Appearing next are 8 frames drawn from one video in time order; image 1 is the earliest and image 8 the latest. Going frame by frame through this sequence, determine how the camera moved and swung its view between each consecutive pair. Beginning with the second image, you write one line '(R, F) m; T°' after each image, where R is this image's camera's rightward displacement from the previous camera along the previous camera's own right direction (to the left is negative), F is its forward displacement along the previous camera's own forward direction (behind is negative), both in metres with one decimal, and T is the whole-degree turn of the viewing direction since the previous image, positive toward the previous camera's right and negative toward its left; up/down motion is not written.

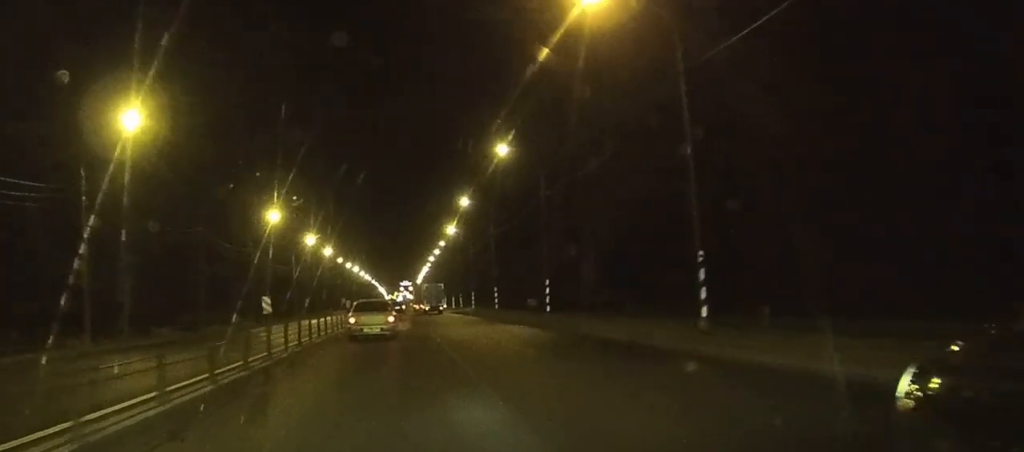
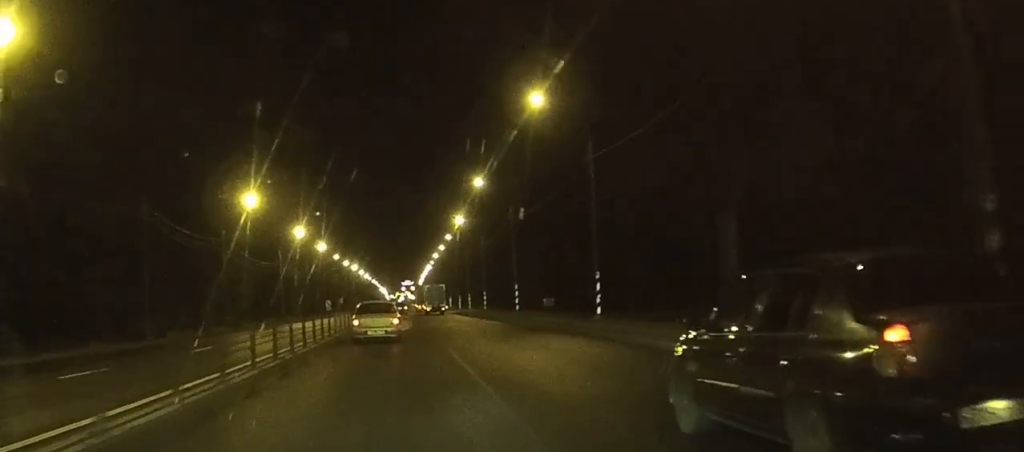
(0.0, +14.8) m; 0°
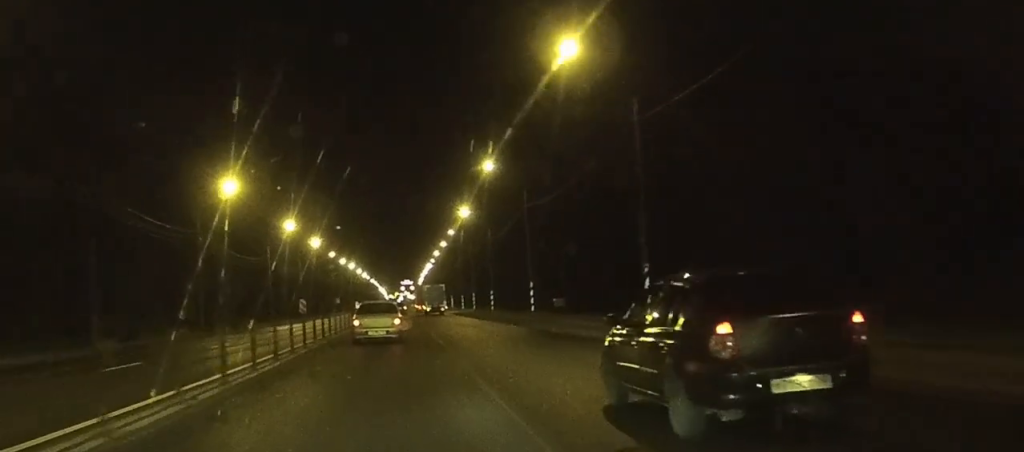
(0.0, +9.1) m; 0°
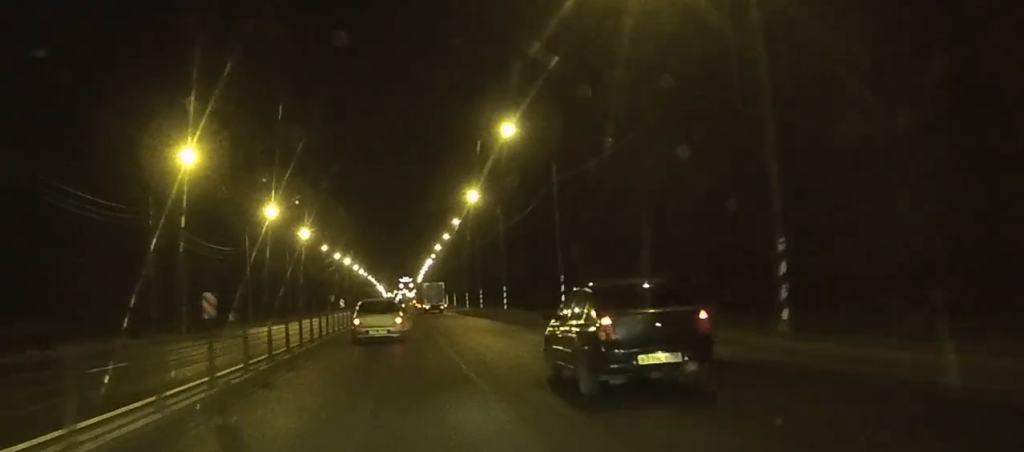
(0.0, +13.0) m; 0°
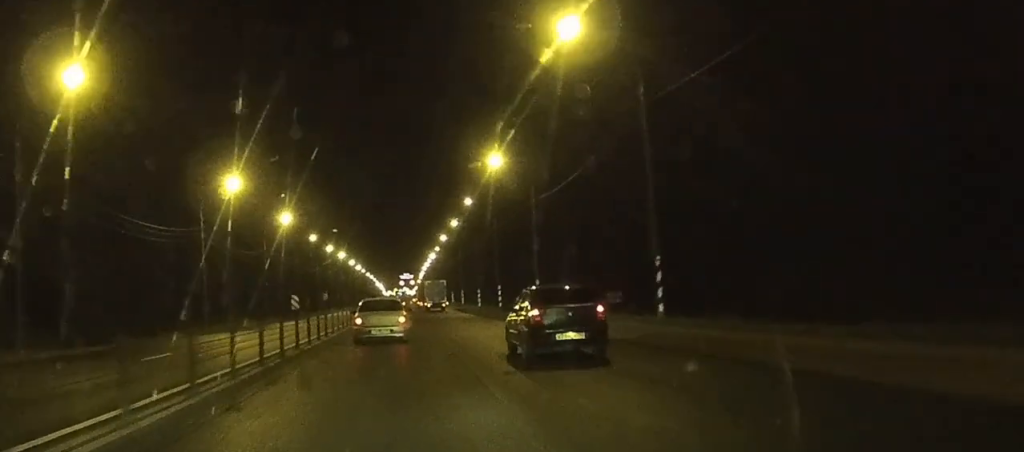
(0.0, +19.8) m; 0°
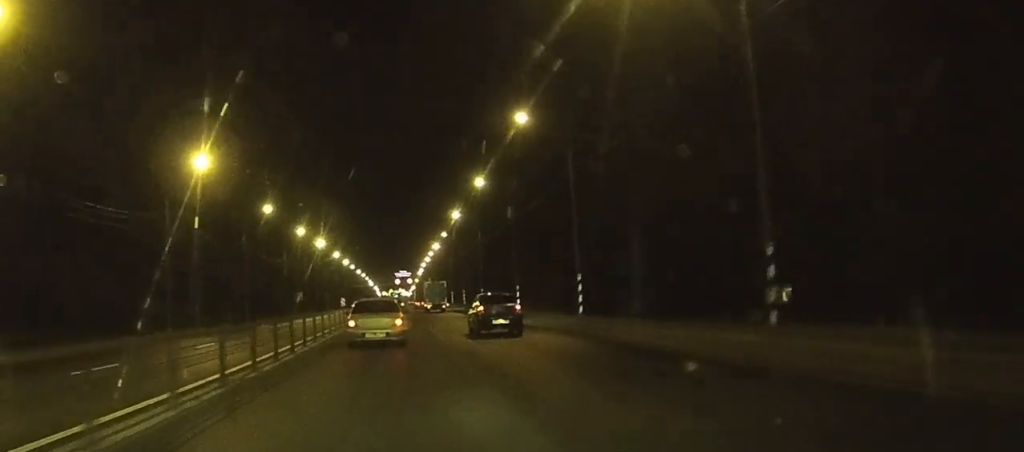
(+0.1, +41.3) m; +2°
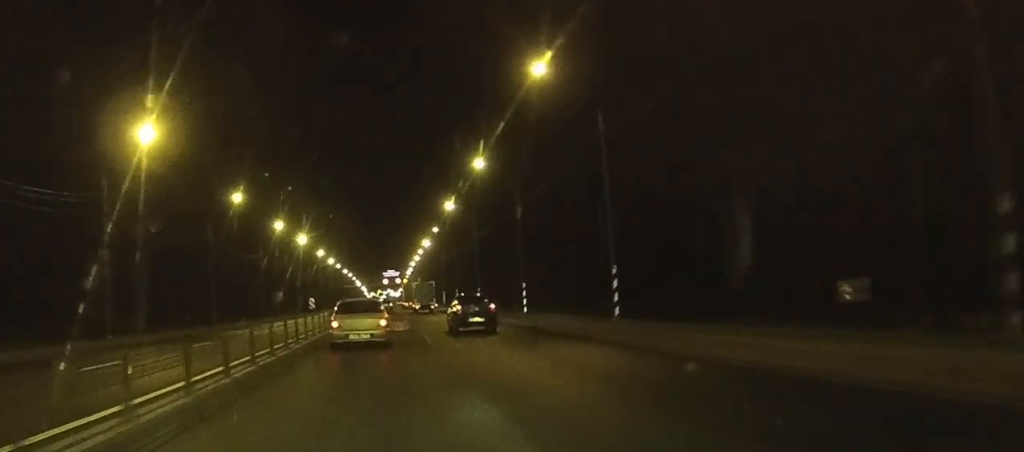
(+0.2, +10.3) m; 0°
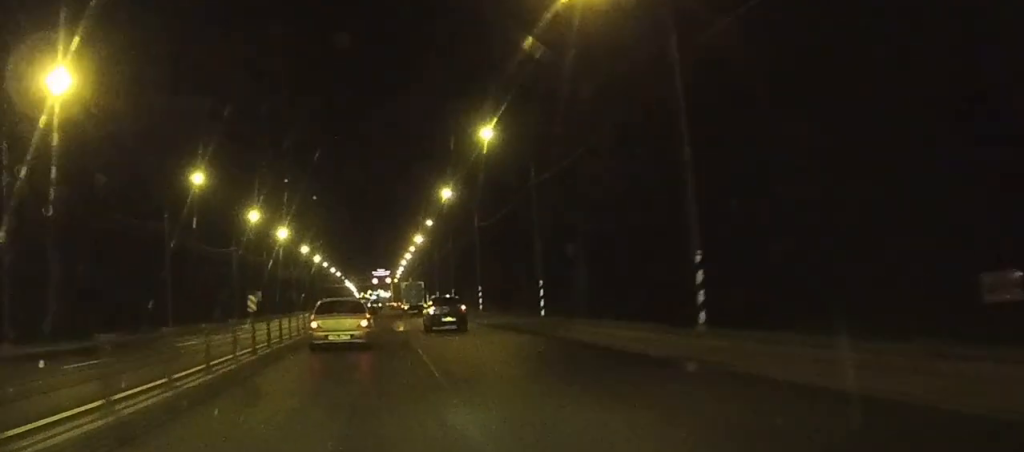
(+0.4, +11.7) m; 0°
